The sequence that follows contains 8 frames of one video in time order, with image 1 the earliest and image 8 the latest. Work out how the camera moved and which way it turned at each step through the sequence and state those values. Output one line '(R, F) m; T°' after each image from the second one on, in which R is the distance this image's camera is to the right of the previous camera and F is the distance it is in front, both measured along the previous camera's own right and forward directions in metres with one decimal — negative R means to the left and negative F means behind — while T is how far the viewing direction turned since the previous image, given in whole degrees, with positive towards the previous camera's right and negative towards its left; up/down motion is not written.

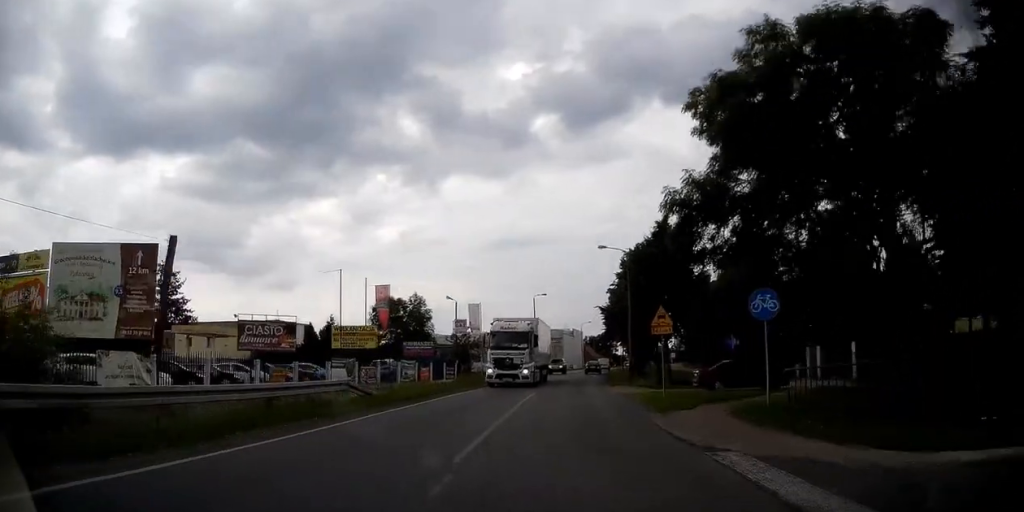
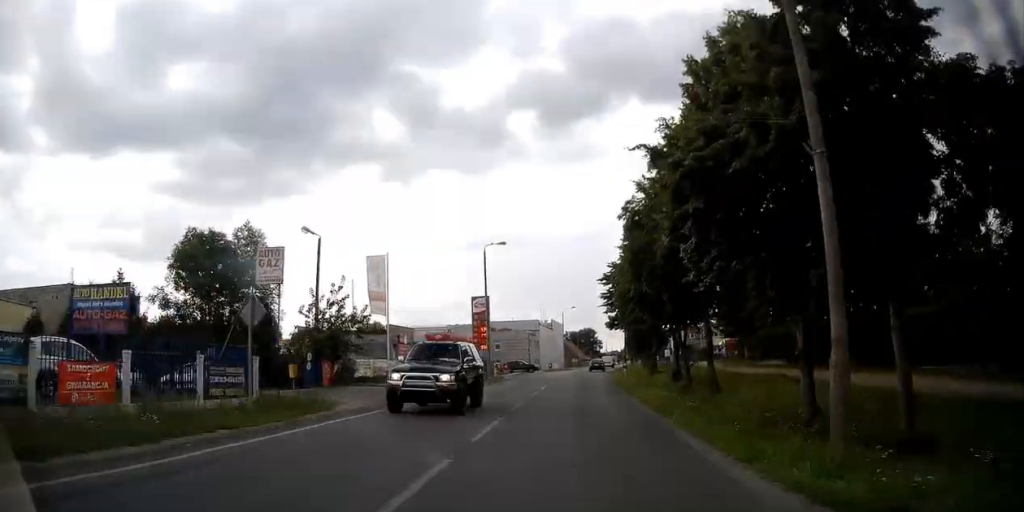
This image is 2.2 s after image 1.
(+0.8, +31.8) m; +2°
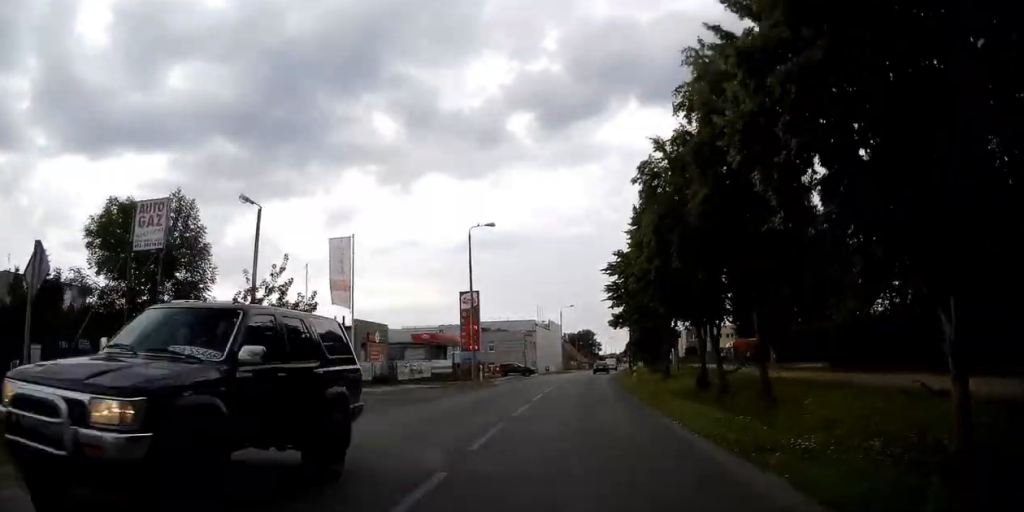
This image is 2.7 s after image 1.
(+0.2, +7.2) m; 0°
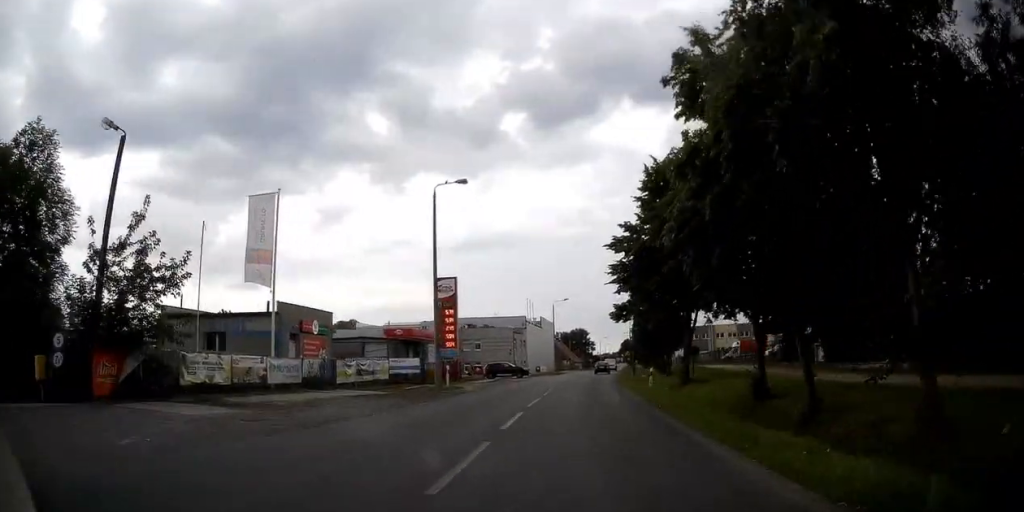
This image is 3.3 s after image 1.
(0.0, +9.1) m; 0°
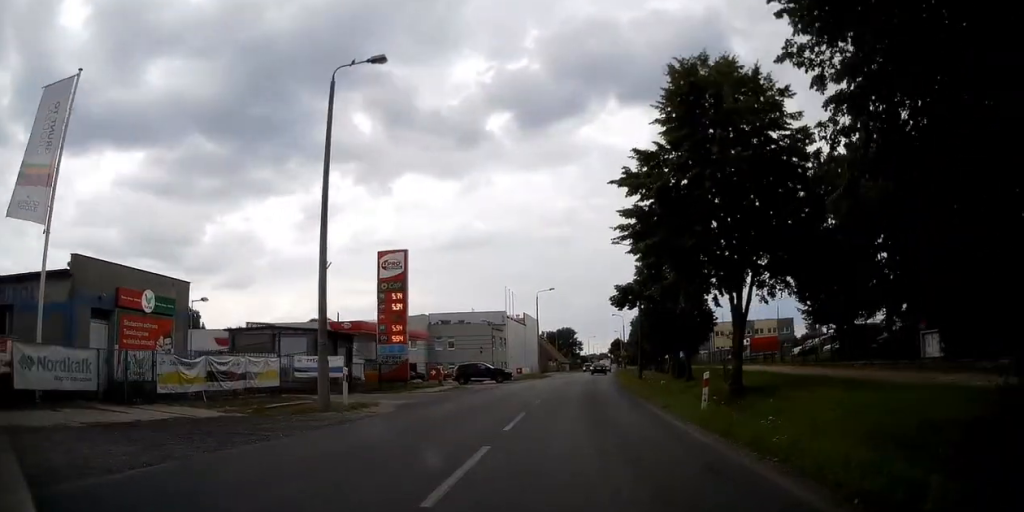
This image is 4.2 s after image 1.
(0.0, +12.4) m; +1°
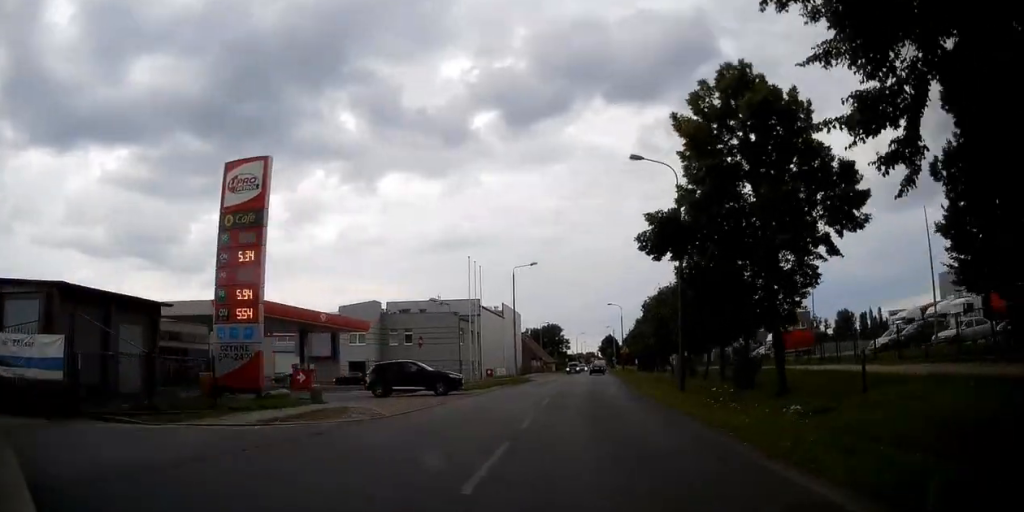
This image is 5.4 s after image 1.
(+0.4, +17.5) m; +2°
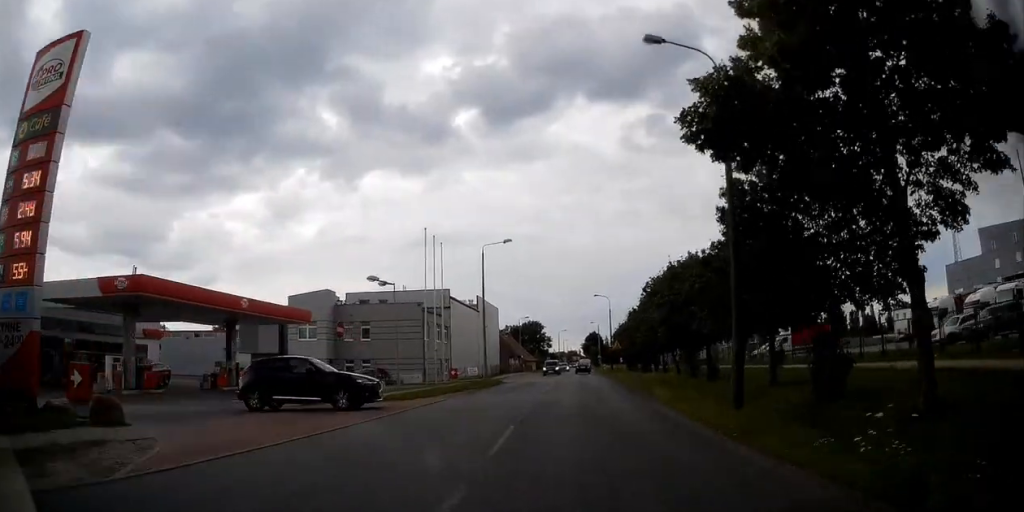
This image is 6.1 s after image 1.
(+0.1, +9.4) m; +1°
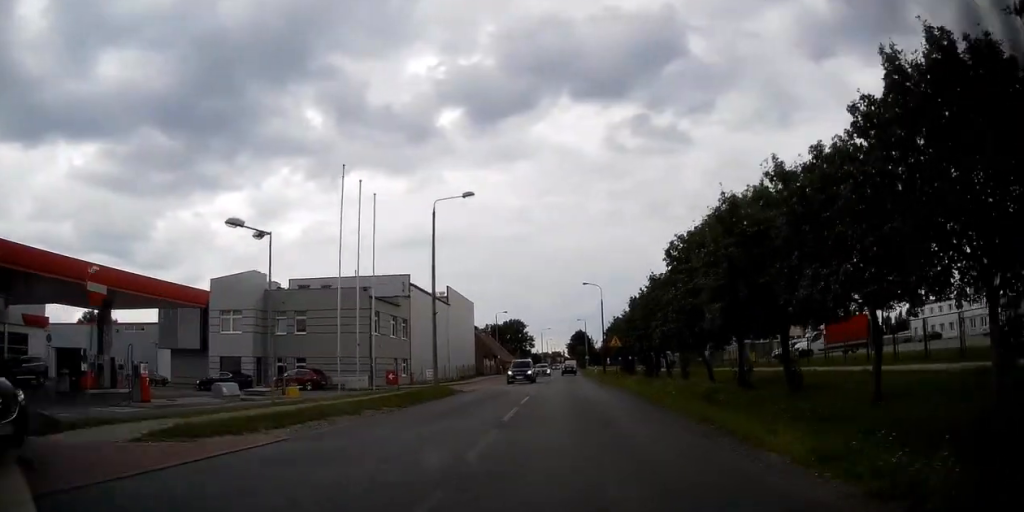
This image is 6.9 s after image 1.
(+0.1, +12.1) m; +1°
